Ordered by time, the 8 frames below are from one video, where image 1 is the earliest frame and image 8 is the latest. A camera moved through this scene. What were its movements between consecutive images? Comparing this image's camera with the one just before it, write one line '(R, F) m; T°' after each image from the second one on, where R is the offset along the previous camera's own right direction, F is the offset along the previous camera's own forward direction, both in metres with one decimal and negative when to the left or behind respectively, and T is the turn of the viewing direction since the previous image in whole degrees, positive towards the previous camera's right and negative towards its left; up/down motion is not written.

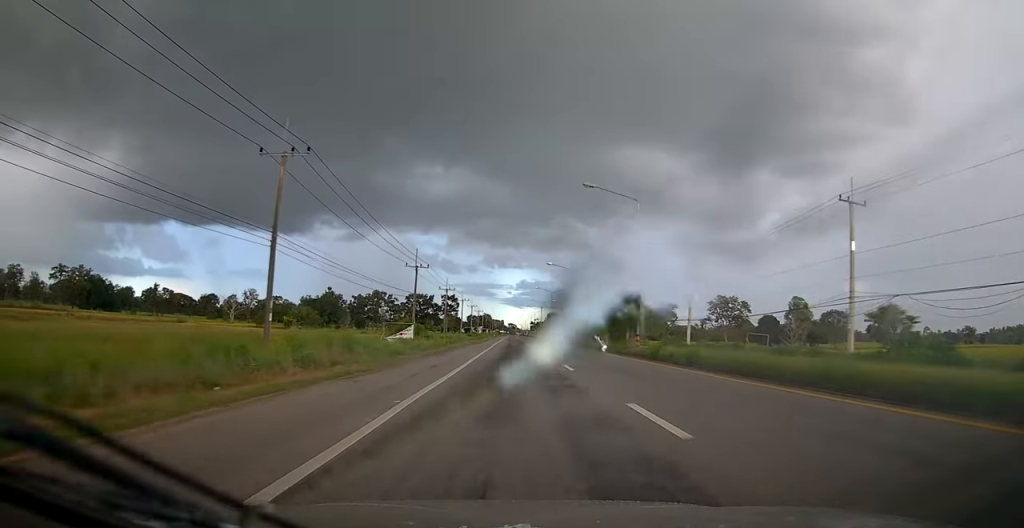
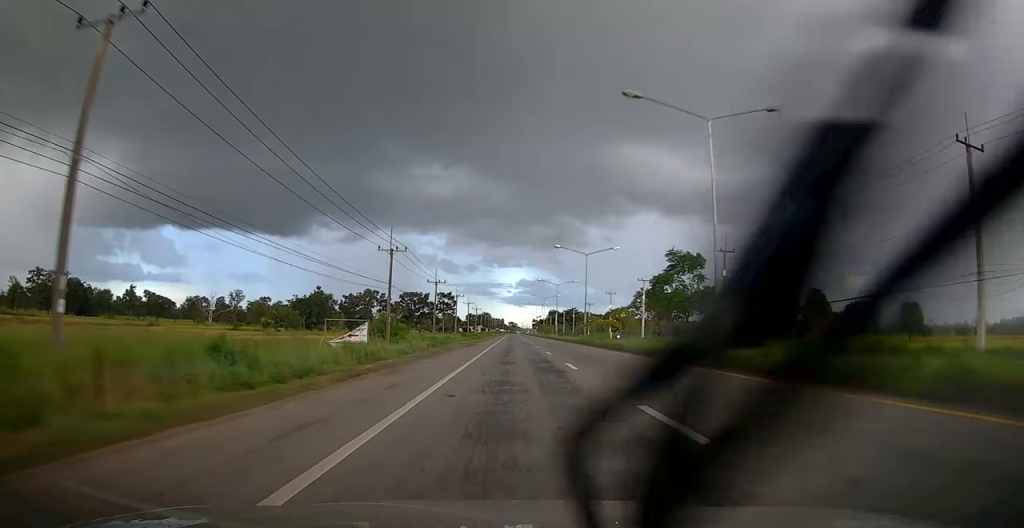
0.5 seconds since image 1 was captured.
(0.0, +12.6) m; 0°
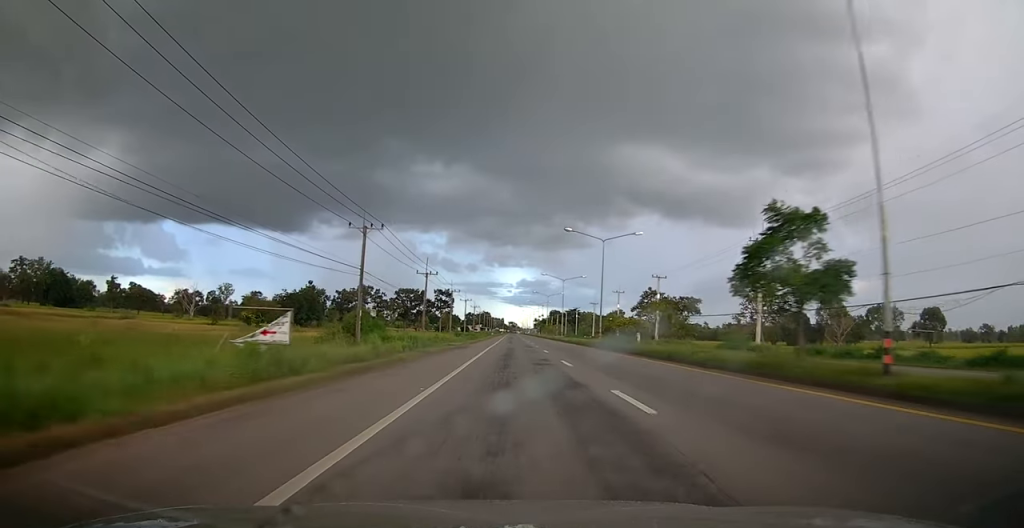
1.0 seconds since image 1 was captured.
(0.0, +9.5) m; 0°
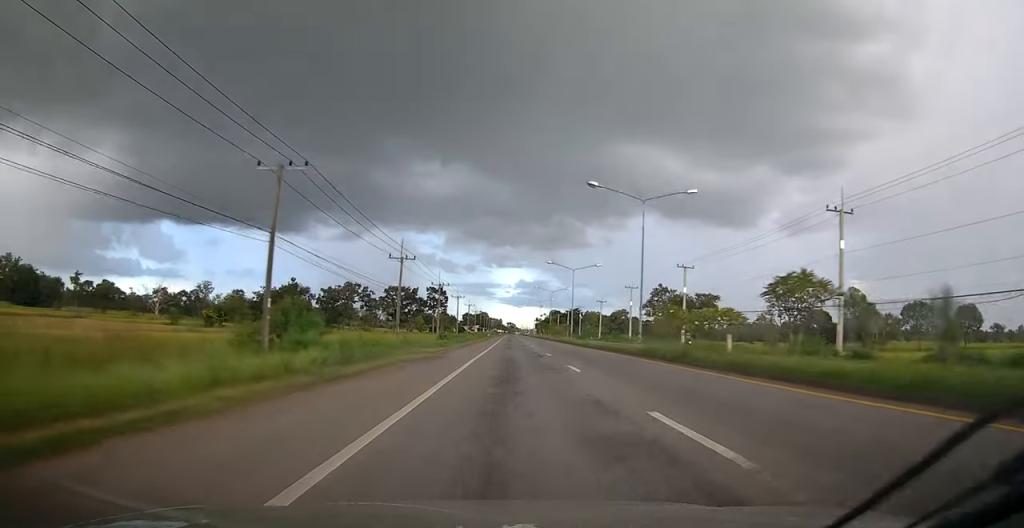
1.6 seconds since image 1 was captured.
(0.0, +14.9) m; 0°
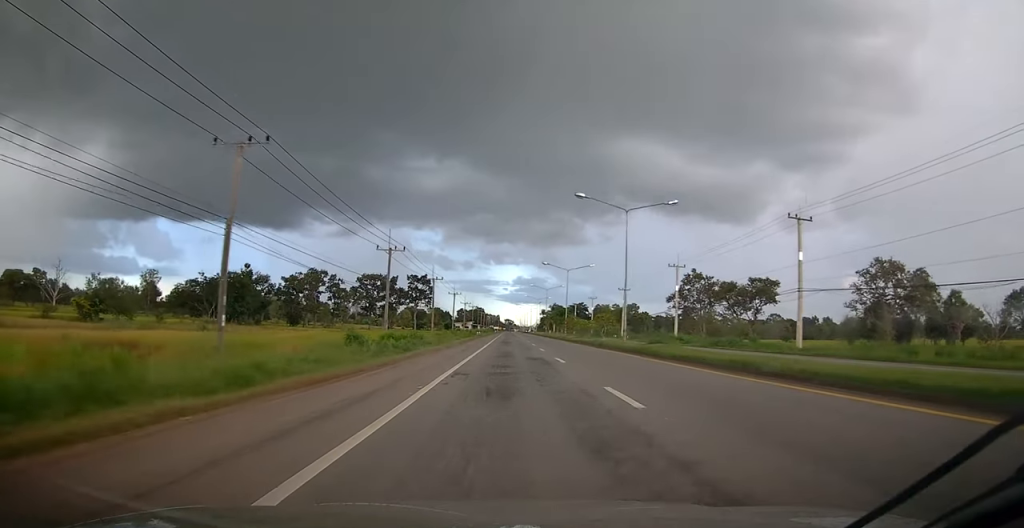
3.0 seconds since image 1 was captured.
(+0.1, +32.7) m; 0°
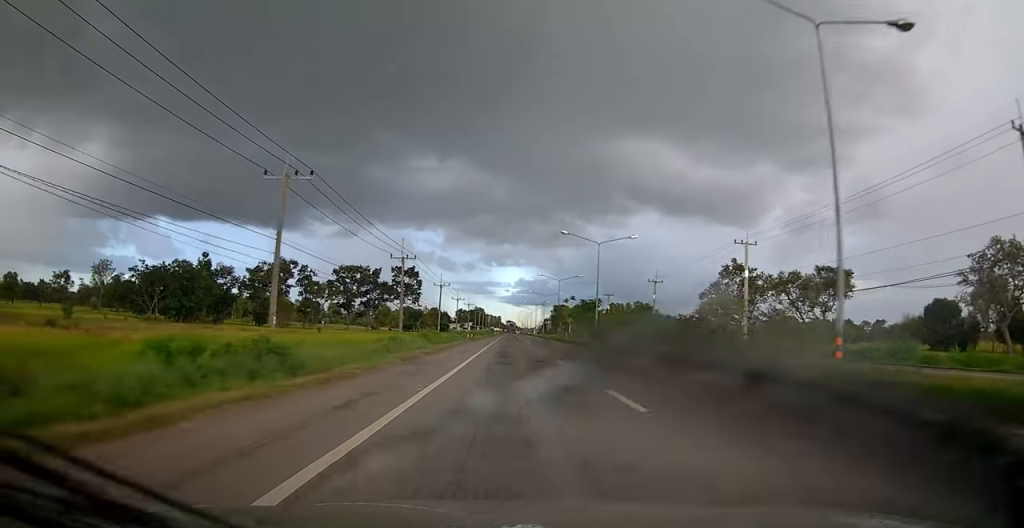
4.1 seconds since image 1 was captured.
(-0.1, +23.7) m; 0°
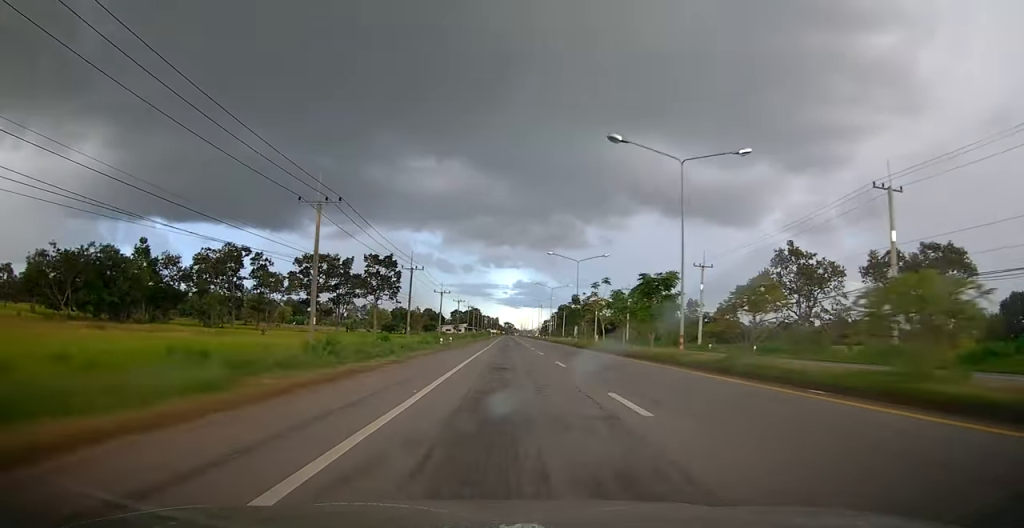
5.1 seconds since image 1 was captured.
(-0.1, +24.2) m; 0°
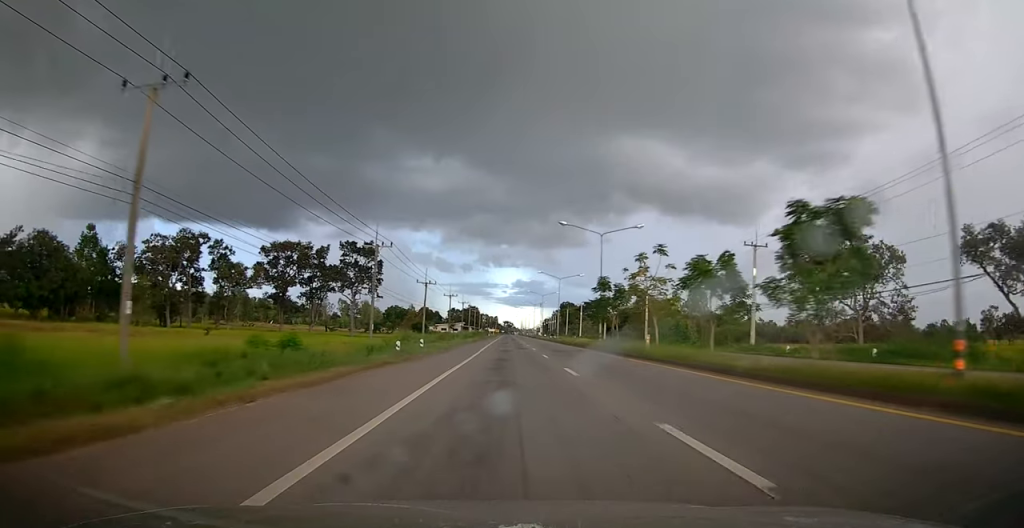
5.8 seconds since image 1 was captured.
(0.0, +15.8) m; 0°
